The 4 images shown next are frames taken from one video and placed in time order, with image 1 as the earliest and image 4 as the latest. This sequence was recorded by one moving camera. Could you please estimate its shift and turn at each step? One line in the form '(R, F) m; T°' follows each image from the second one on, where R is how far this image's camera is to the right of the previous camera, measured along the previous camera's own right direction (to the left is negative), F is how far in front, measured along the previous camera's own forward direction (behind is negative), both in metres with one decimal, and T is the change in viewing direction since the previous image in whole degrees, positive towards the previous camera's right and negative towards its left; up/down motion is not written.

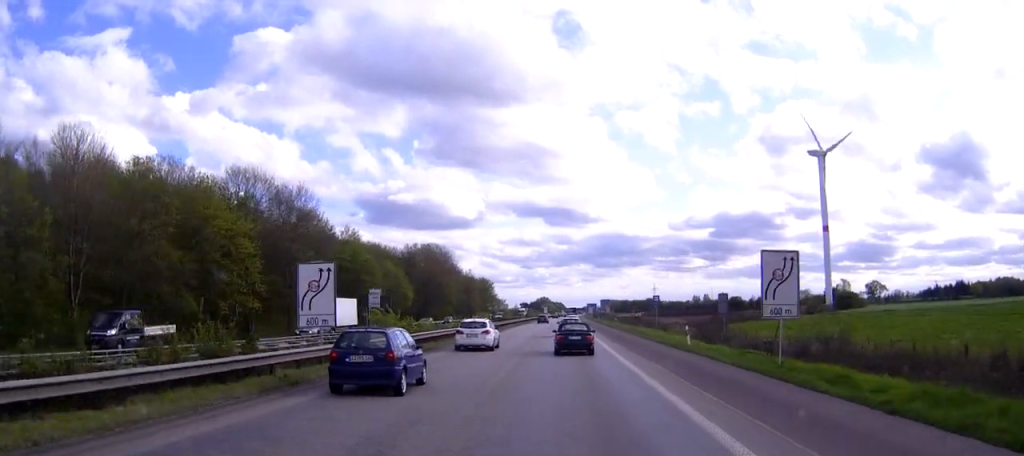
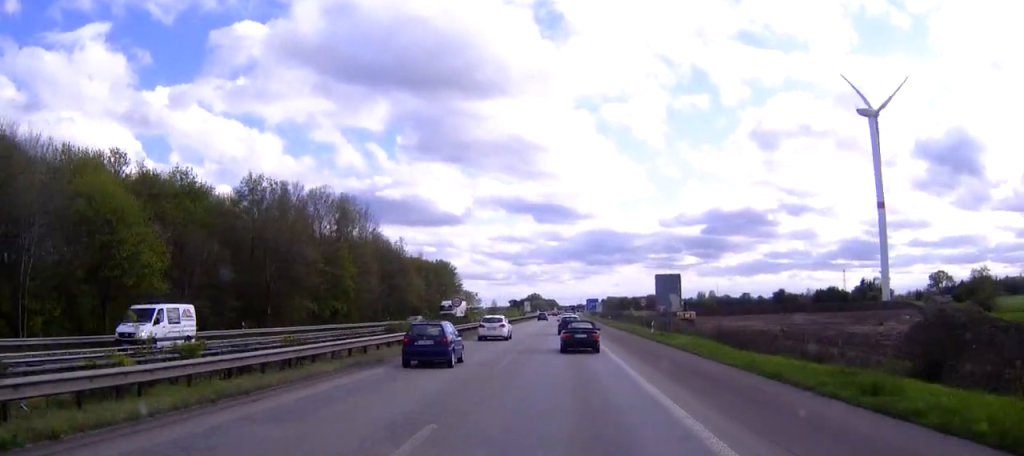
(+0.1, +86.2) m; 0°
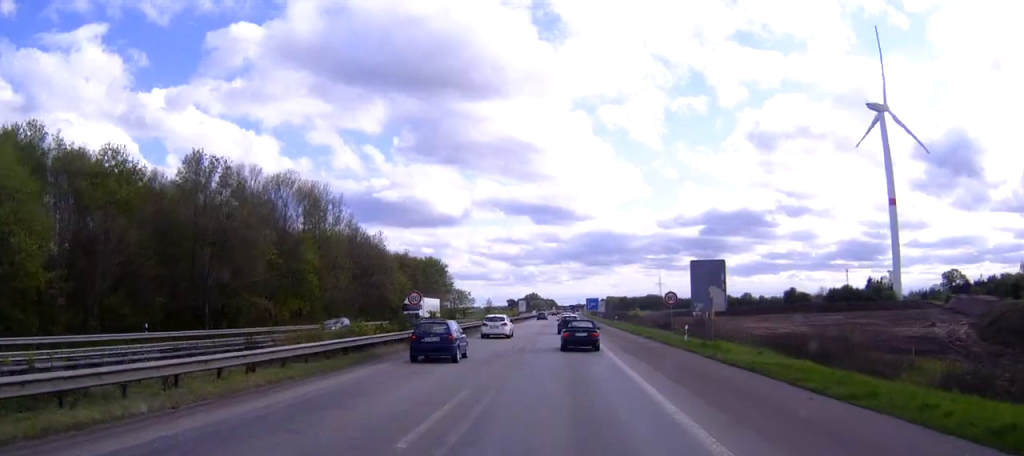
(+0.1, +14.4) m; 0°
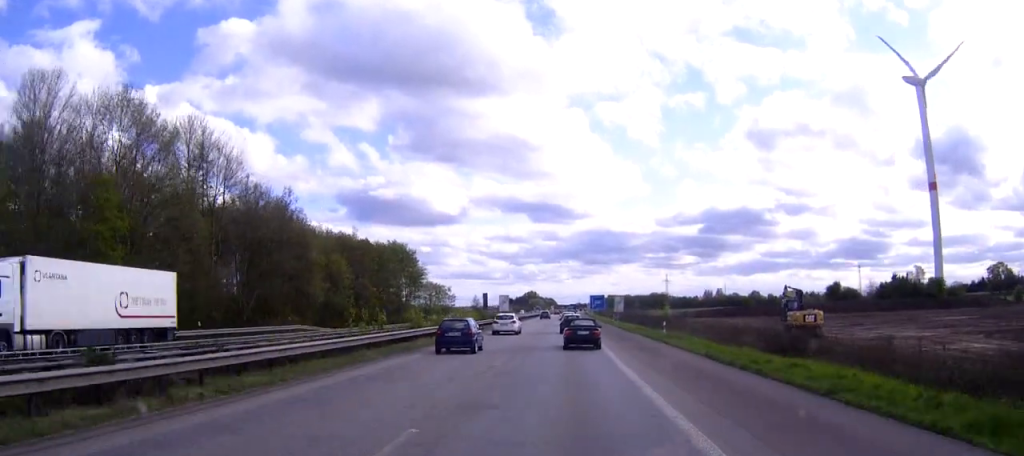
(0.0, +40.8) m; 0°
